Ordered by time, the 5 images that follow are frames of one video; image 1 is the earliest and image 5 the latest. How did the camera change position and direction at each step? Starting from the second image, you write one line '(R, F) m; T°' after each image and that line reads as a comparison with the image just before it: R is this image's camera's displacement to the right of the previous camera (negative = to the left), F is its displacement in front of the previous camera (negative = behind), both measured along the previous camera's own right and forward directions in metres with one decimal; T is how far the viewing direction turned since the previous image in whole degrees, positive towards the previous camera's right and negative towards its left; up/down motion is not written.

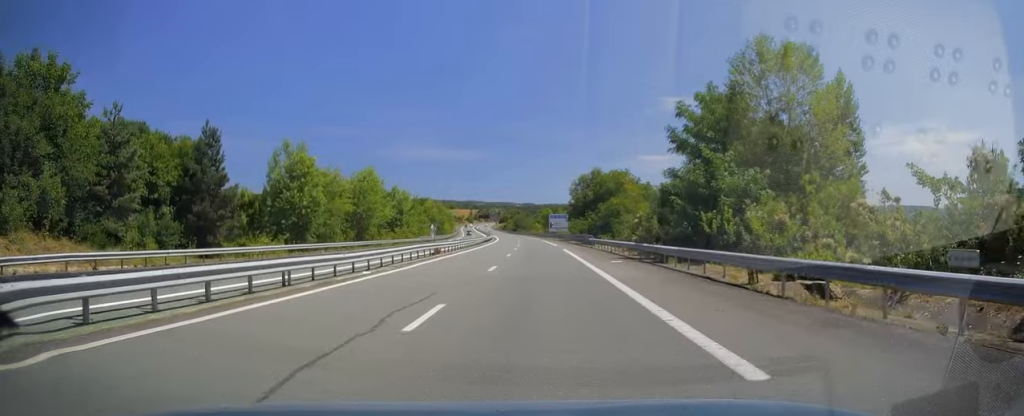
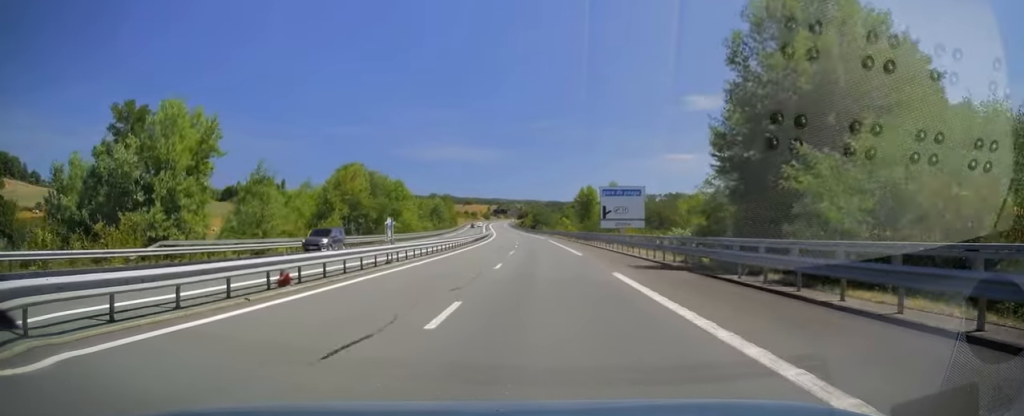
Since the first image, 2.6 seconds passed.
(-1.6, +78.1) m; -2°
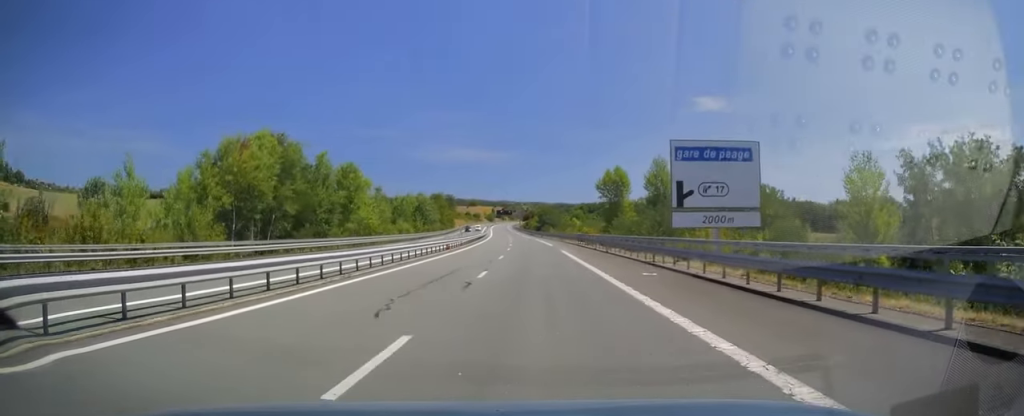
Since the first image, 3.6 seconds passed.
(-0.4, +29.5) m; -1°
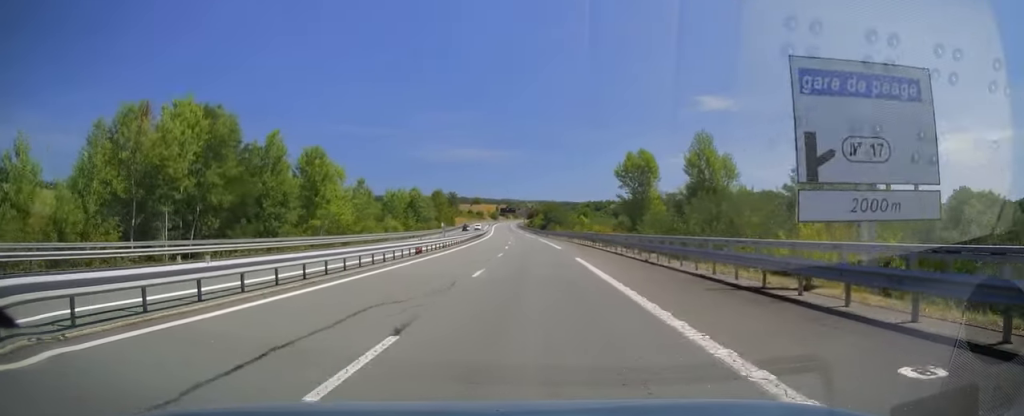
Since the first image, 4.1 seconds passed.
(+0.1, +13.3) m; 0°
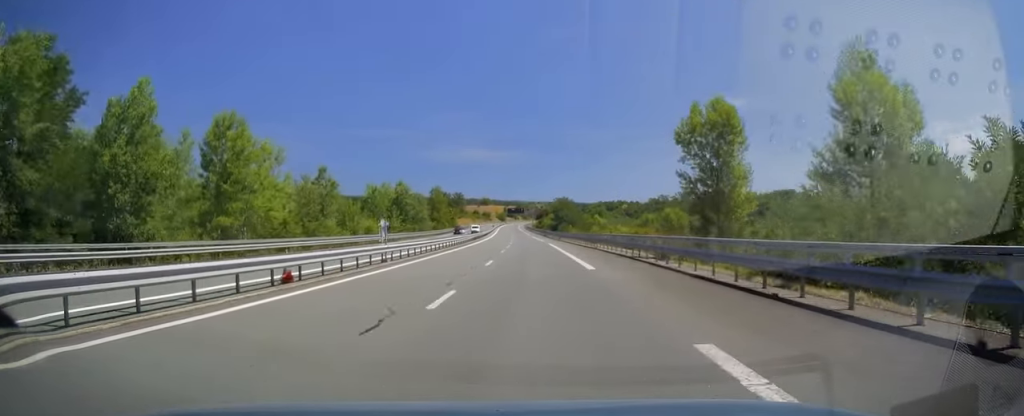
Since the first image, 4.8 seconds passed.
(-0.1, +20.1) m; -1°
